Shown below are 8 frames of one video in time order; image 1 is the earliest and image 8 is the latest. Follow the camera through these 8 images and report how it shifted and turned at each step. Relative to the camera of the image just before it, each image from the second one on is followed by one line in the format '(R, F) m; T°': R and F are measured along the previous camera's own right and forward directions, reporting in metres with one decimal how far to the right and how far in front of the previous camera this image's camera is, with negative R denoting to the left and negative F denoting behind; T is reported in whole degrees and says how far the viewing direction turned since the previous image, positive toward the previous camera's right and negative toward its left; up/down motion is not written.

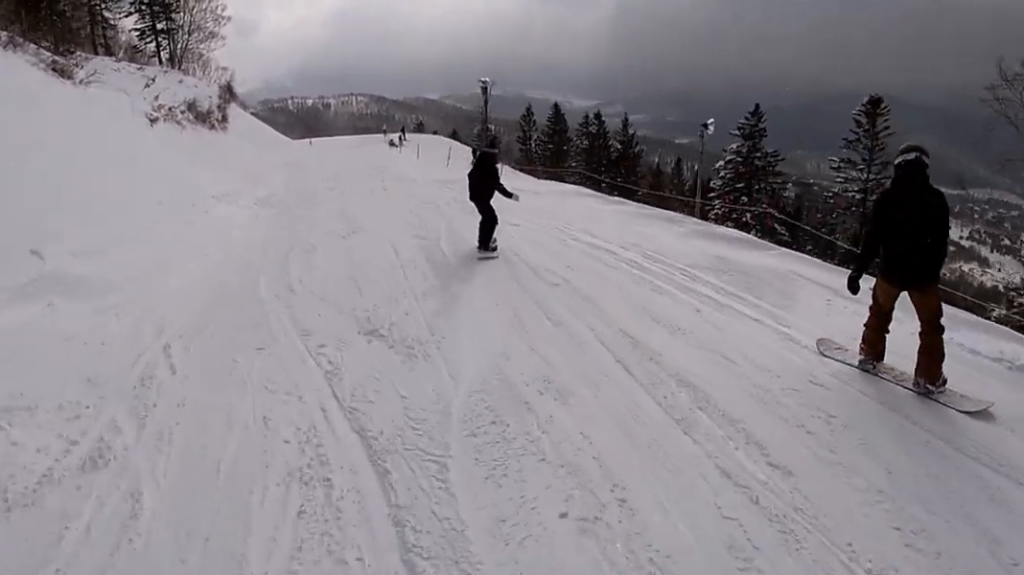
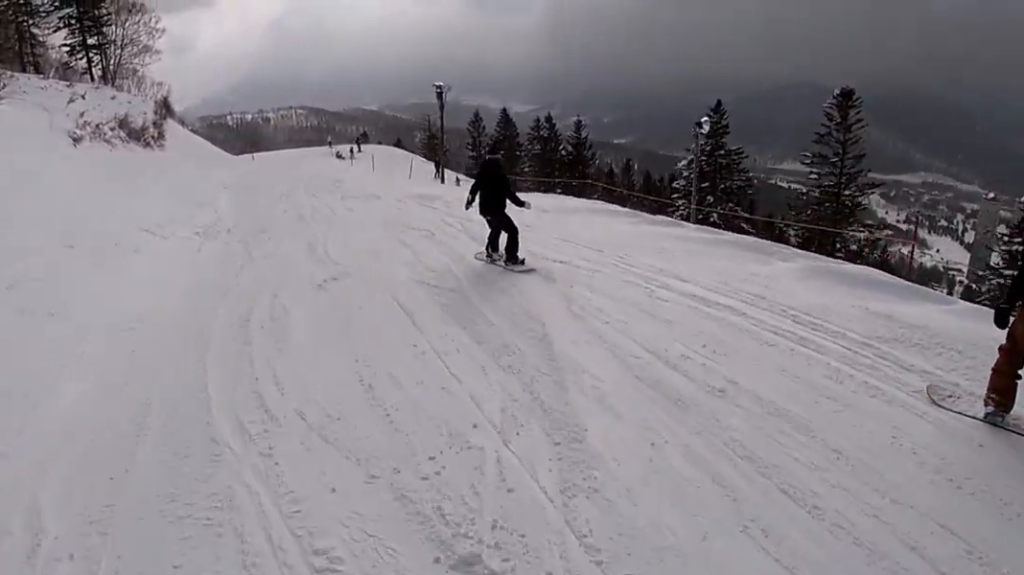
(+0.1, +3.1) m; +5°
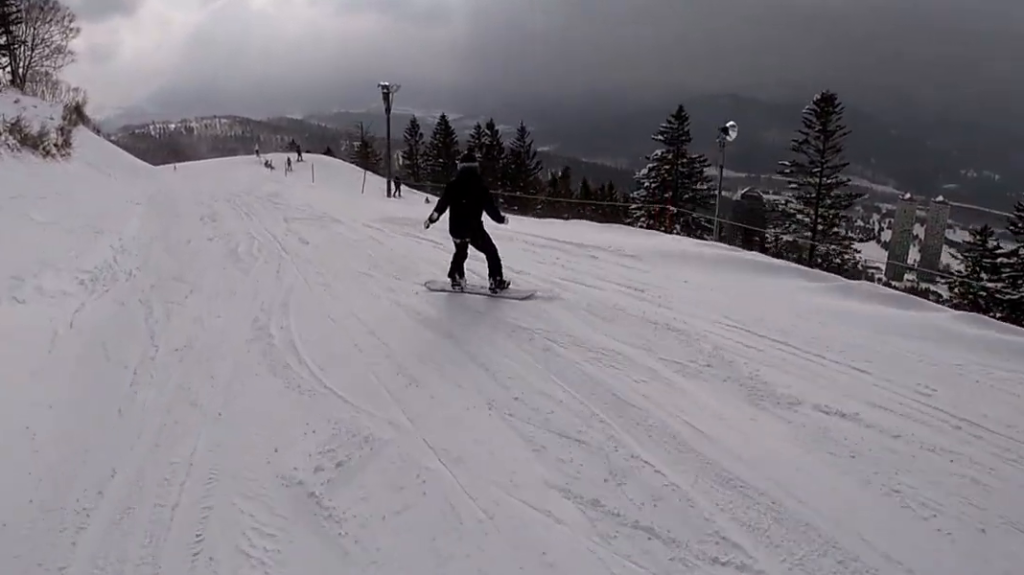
(+0.3, +4.6) m; +11°
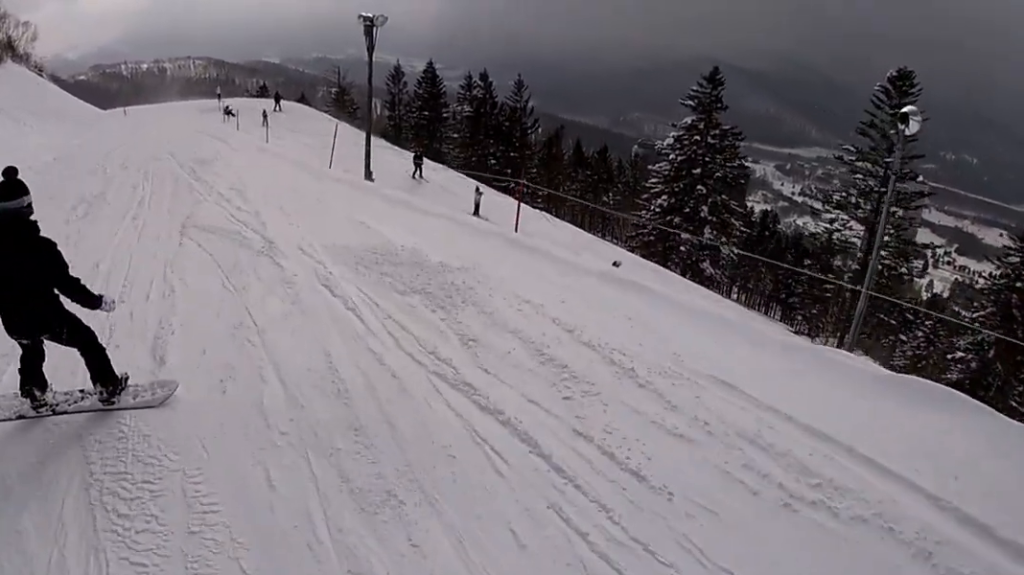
(+1.1, +7.3) m; +5°
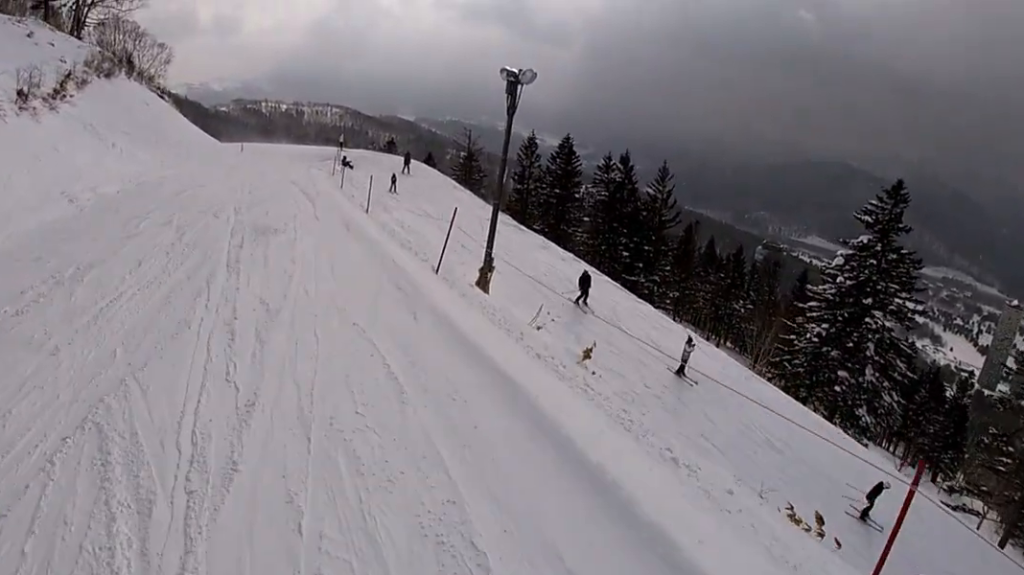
(-0.4, +5.9) m; -9°
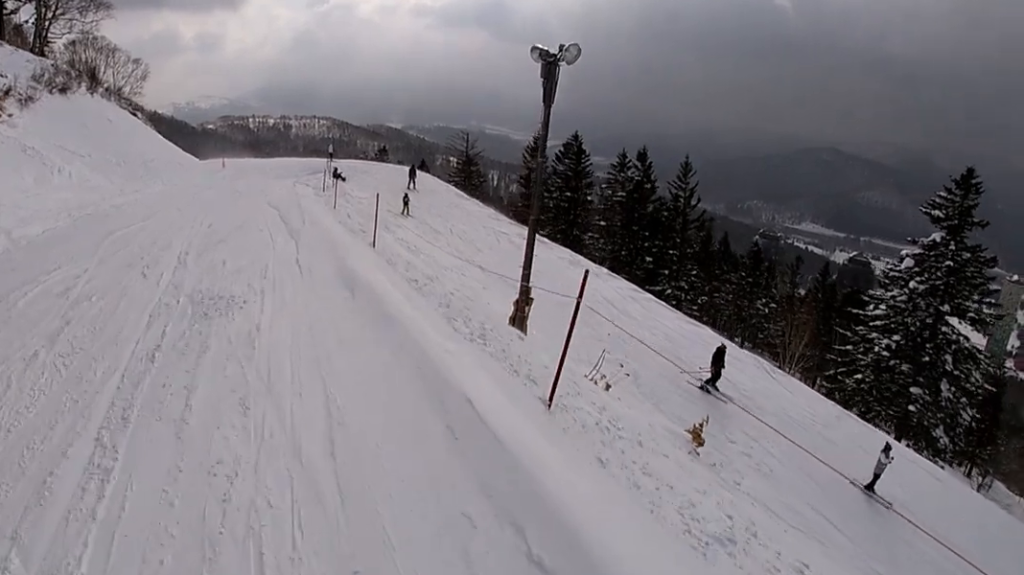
(-0.5, +5.3) m; -6°
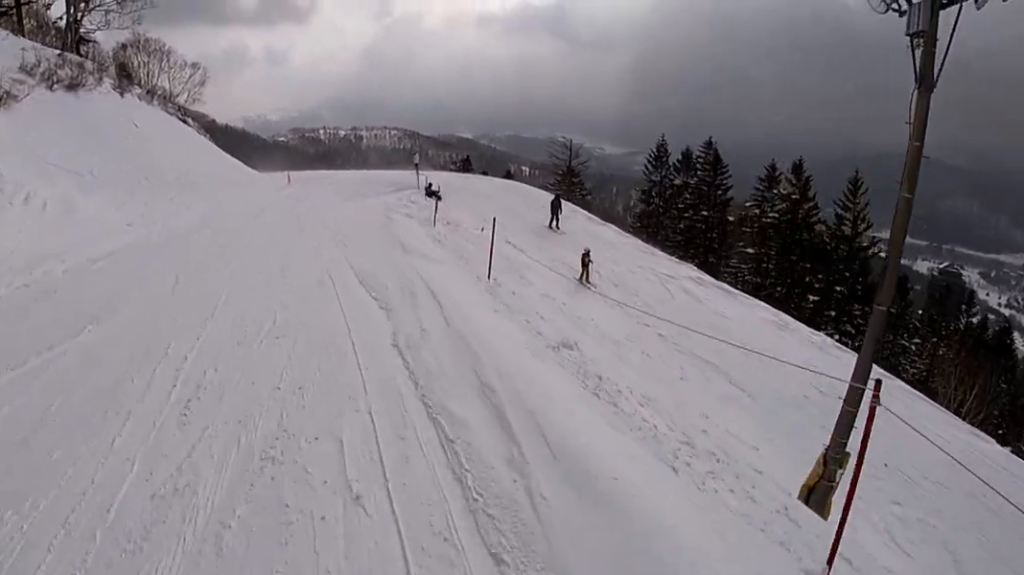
(-0.2, +9.7) m; -5°
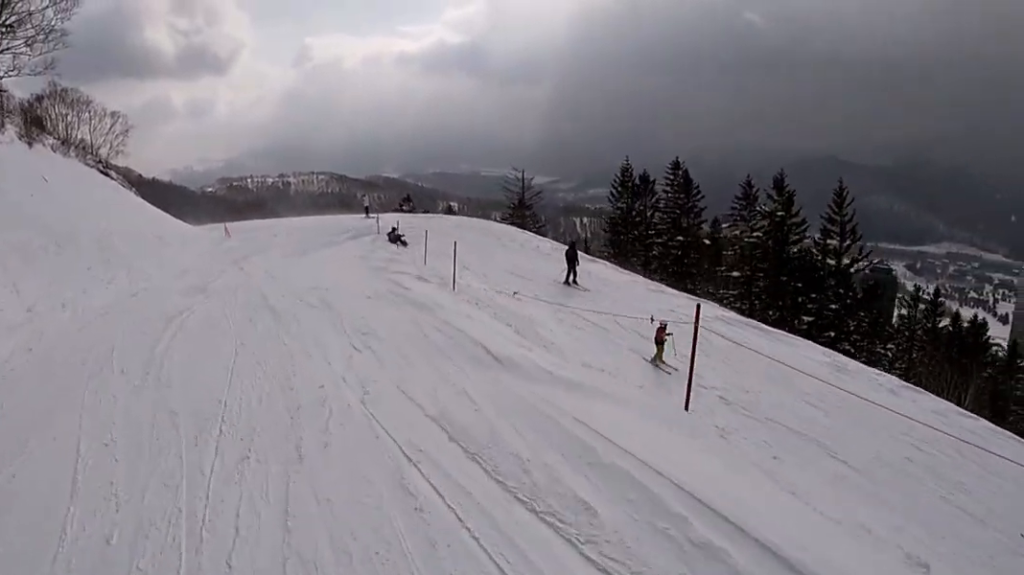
(-0.4, +5.1) m; +5°
